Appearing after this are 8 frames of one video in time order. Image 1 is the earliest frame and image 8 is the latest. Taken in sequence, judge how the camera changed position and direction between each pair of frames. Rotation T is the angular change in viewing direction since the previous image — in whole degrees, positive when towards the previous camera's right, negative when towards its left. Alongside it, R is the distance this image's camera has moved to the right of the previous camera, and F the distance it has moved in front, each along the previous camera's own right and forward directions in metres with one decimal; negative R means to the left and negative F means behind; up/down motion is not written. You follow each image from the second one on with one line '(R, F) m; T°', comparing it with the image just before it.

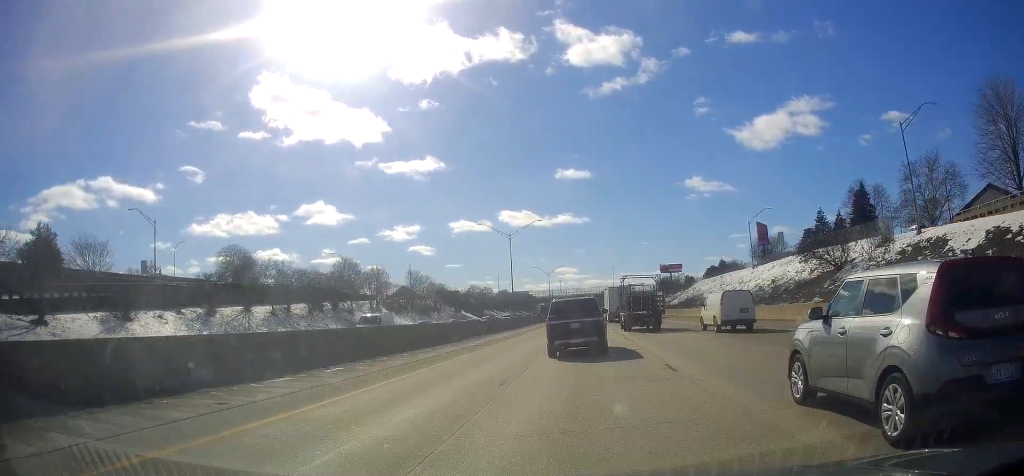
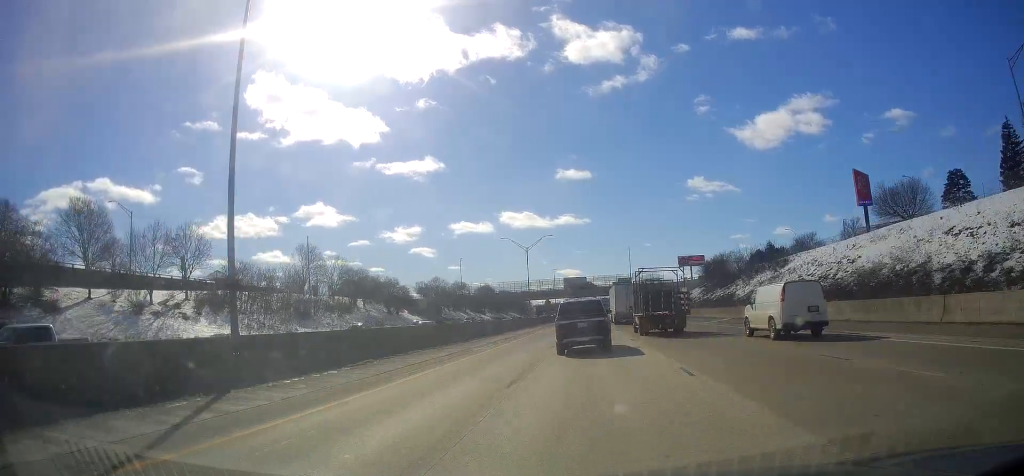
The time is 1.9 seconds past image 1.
(0.0, +64.3) m; -1°
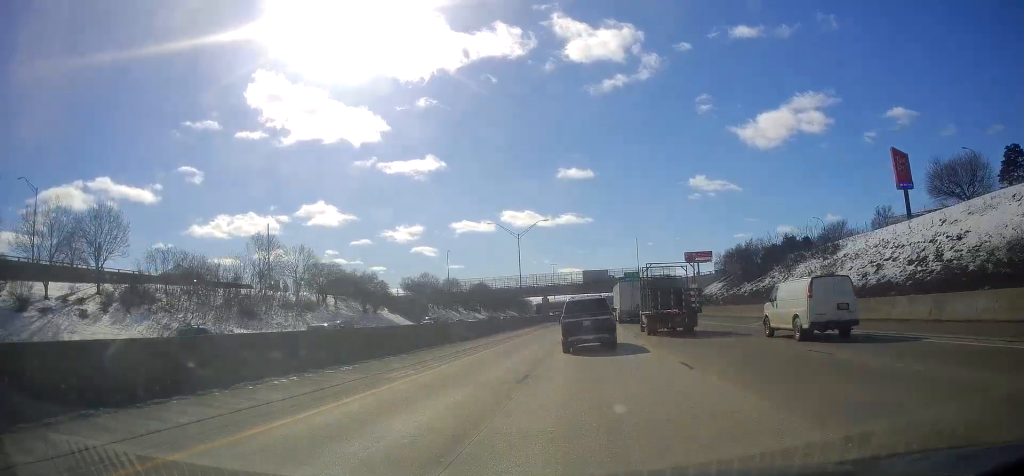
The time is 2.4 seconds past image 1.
(+0.1, +14.7) m; 0°
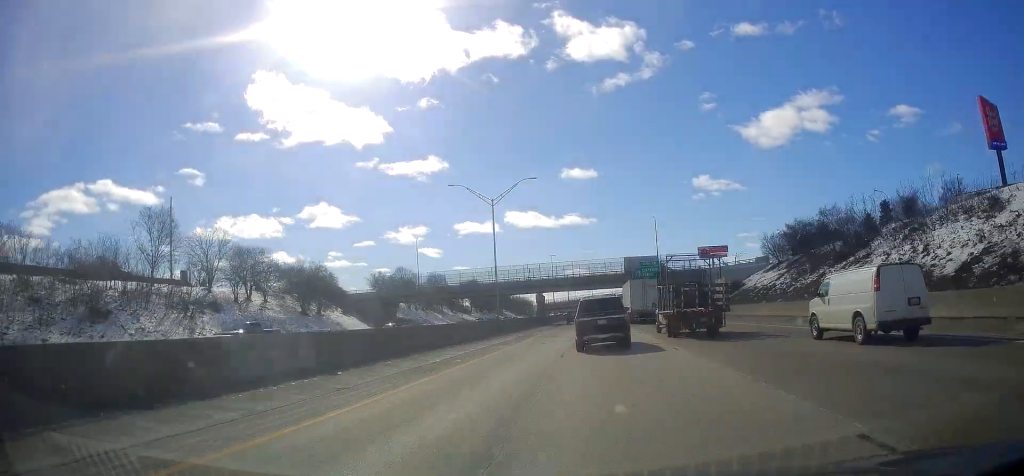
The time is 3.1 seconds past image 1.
(-0.7, +25.3) m; -1°
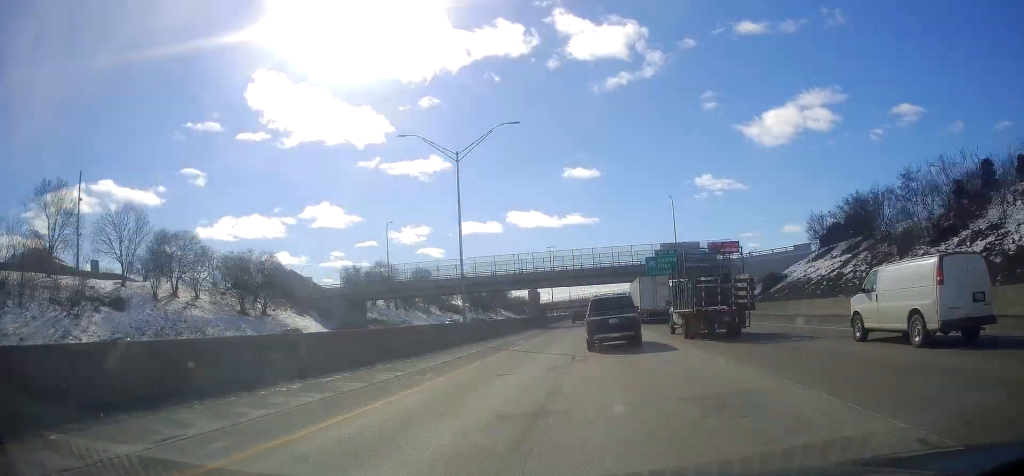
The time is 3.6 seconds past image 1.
(0.0, +16.3) m; 0°
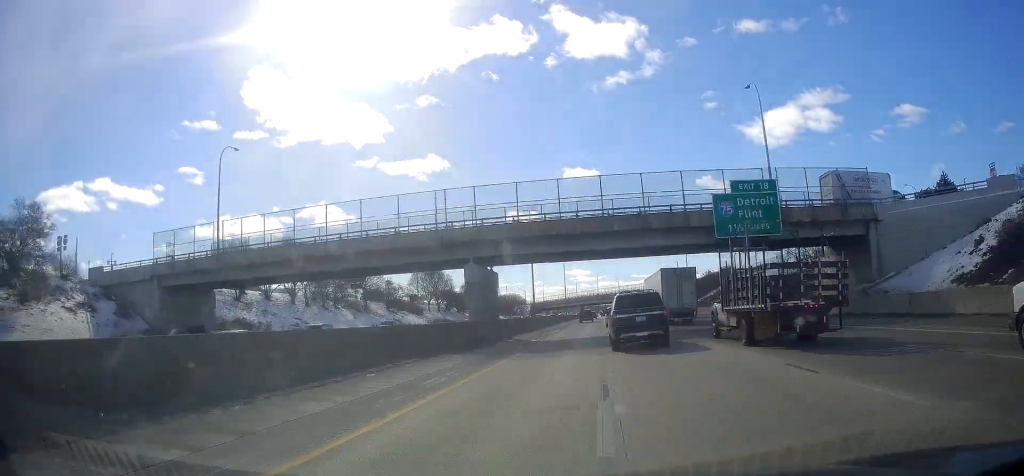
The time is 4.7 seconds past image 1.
(+0.3, +40.1) m; 0°
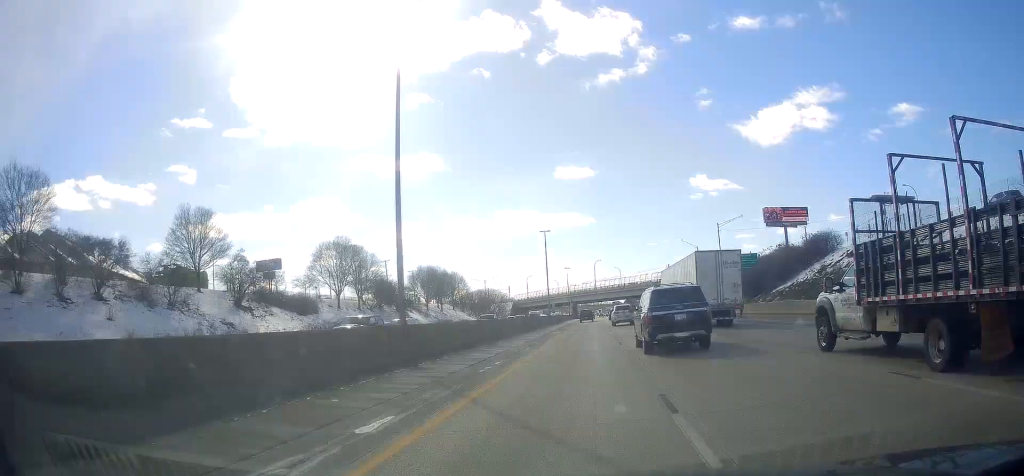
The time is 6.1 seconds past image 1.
(-0.3, +49.1) m; -1°
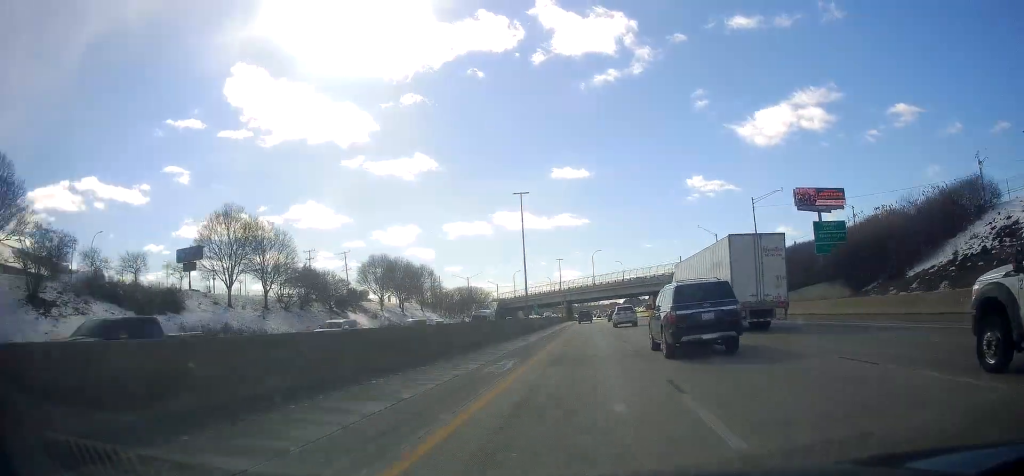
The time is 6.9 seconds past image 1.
(0.0, +29.3) m; 0°
